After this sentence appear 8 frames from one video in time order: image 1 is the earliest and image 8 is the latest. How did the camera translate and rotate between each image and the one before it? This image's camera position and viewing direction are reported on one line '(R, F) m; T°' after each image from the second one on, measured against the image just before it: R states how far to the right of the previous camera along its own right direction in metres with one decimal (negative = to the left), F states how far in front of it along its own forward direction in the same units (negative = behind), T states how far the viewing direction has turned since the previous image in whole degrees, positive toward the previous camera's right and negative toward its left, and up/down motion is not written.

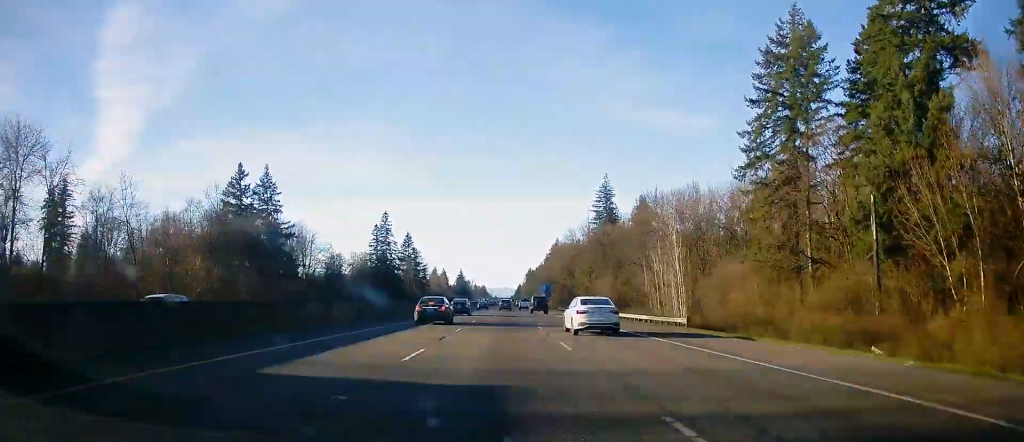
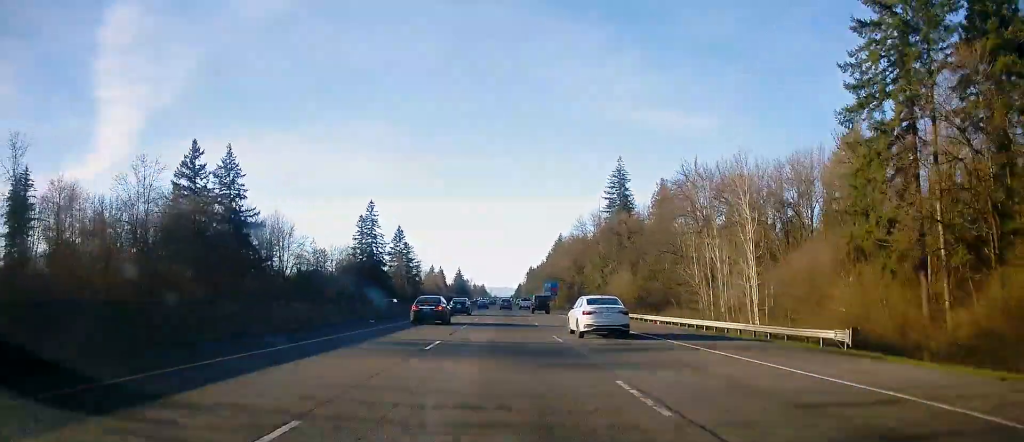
(0.0, +21.2) m; 0°
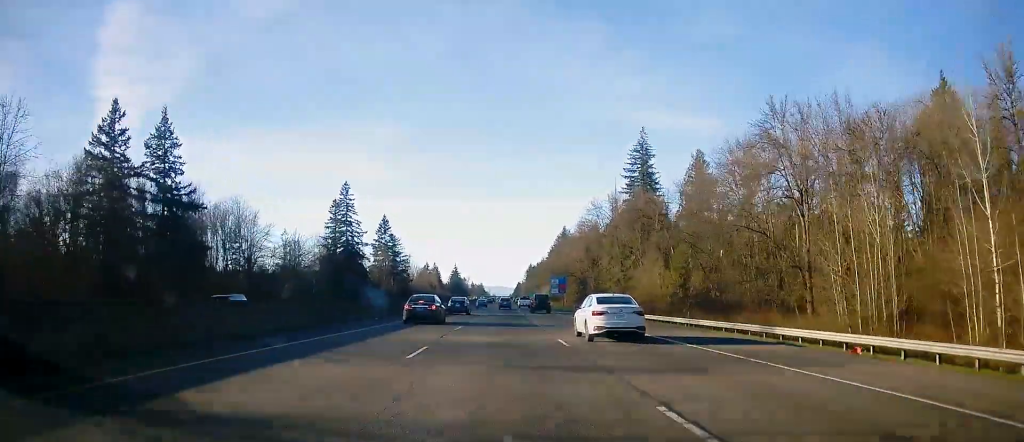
(-0.1, +26.7) m; 0°
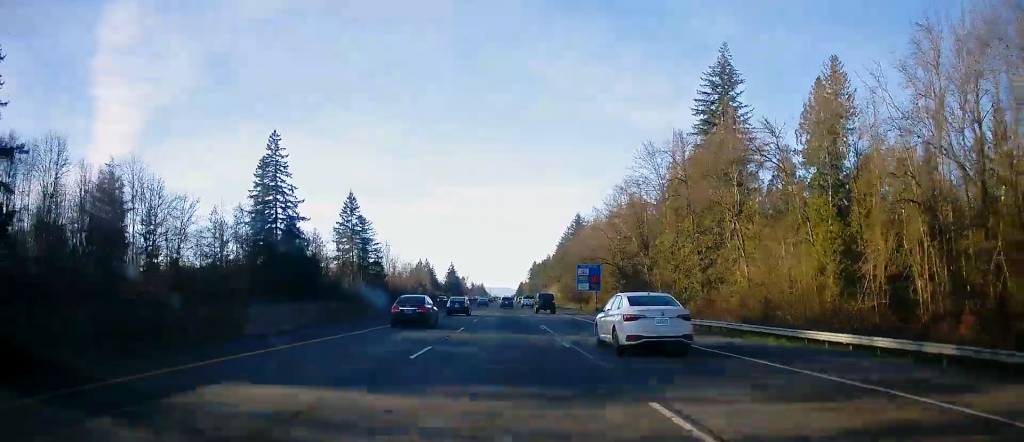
(+0.2, +48.0) m; 0°
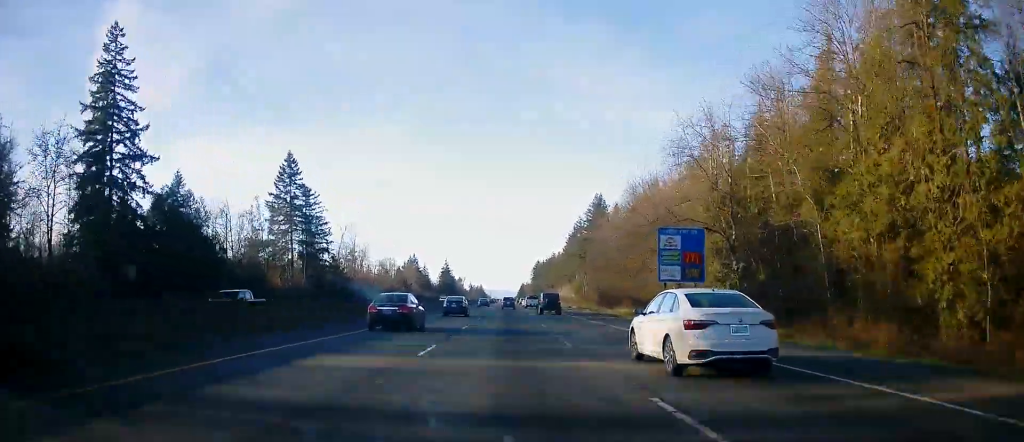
(-0.3, +47.8) m; 0°
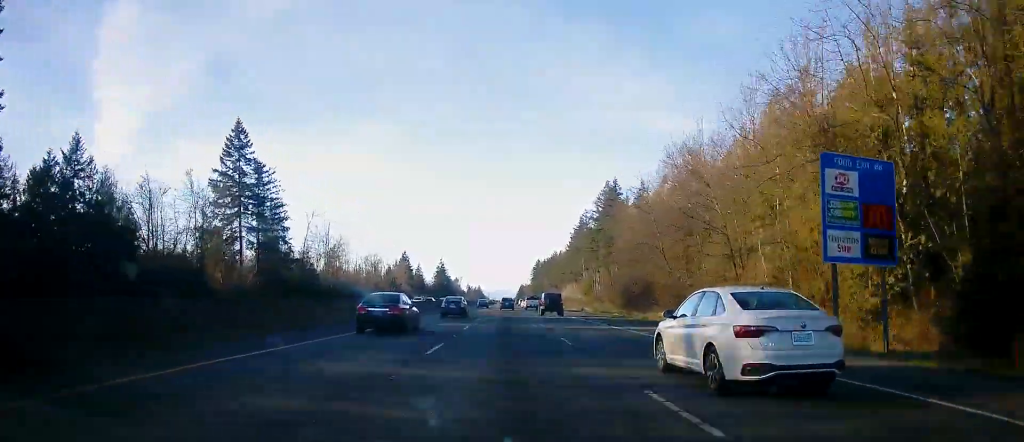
(+0.1, +23.4) m; 0°
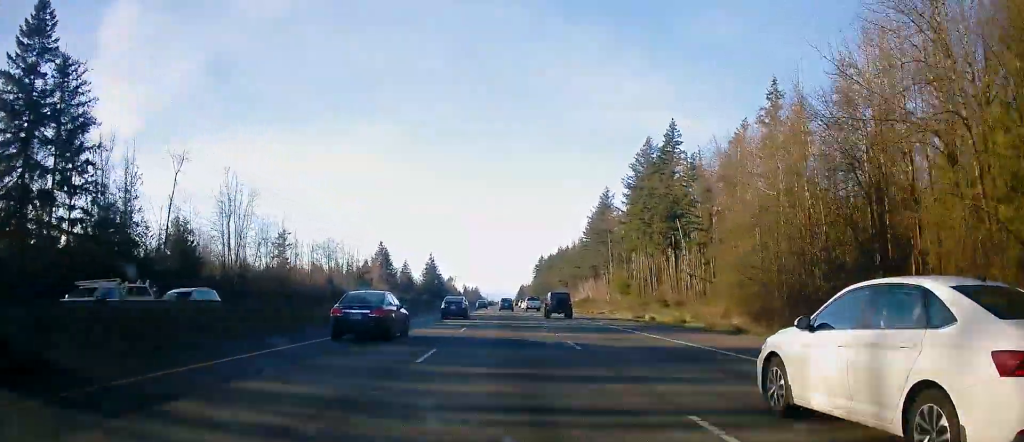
(-0.1, +50.1) m; 0°
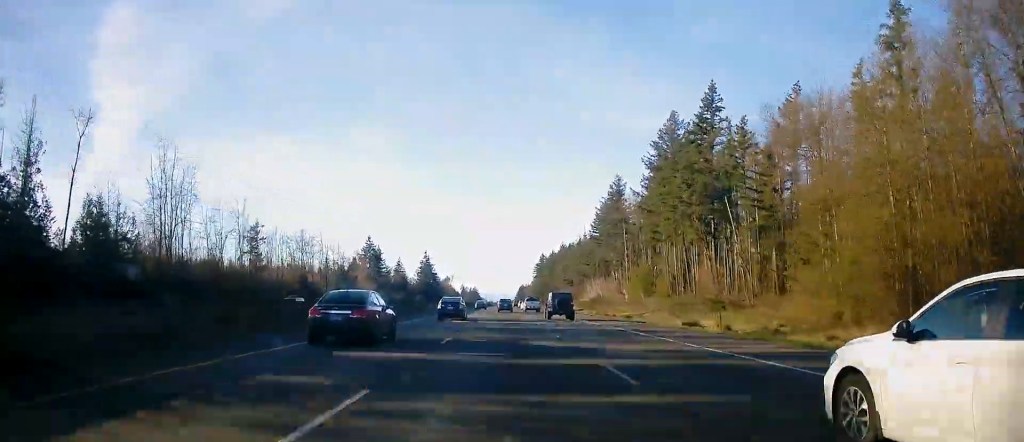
(-0.2, +18.9) m; 0°
